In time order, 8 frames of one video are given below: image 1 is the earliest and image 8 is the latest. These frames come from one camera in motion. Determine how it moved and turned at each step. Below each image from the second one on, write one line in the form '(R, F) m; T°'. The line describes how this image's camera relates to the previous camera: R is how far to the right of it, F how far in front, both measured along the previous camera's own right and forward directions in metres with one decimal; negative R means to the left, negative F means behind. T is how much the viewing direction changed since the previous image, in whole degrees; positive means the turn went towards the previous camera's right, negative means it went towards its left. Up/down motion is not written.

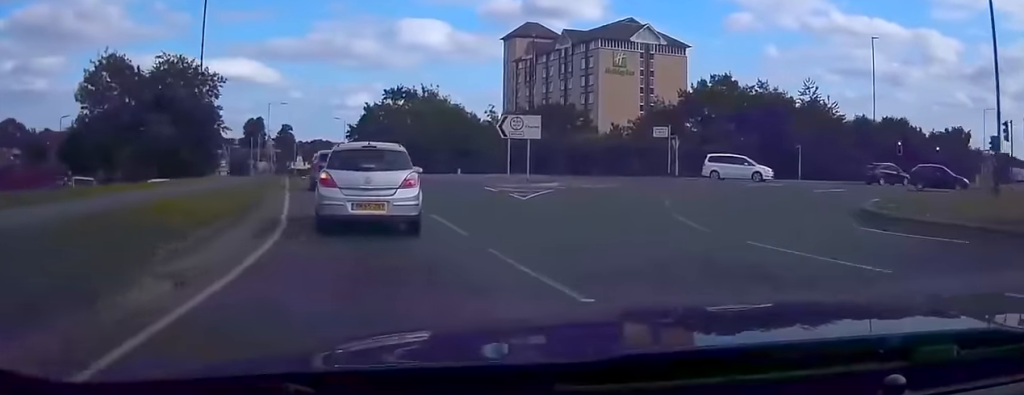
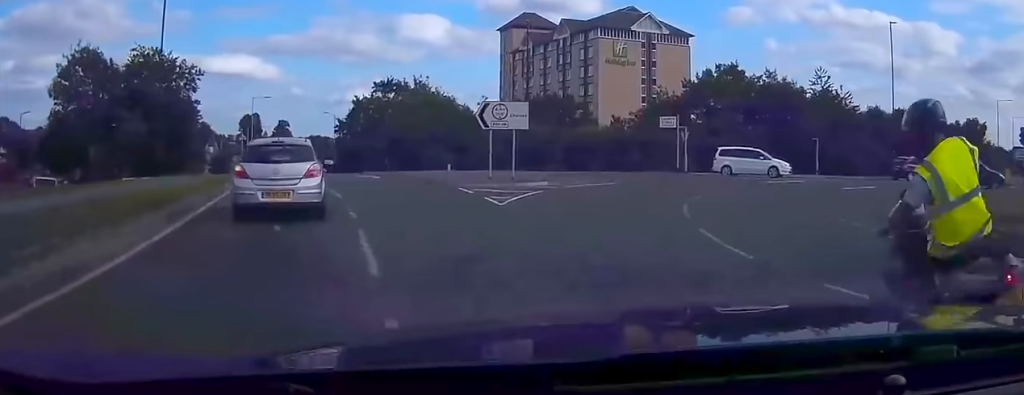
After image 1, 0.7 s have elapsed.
(-0.1, +5.0) m; -1°
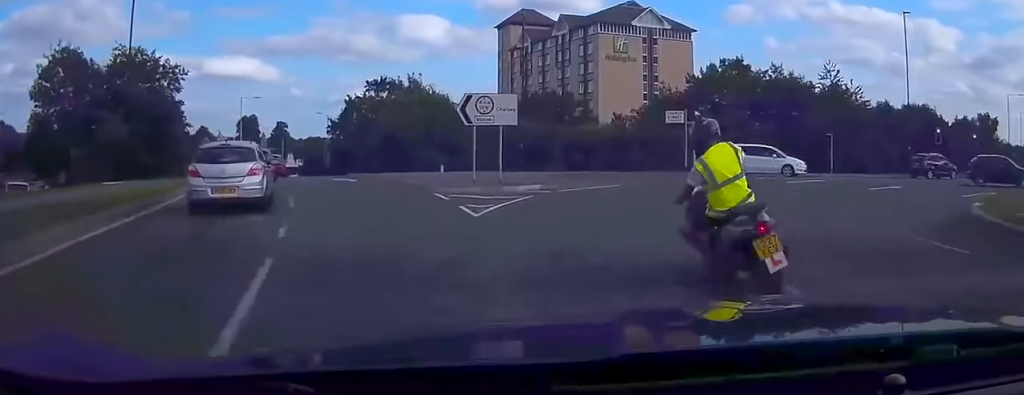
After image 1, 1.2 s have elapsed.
(-0.2, +3.7) m; 0°
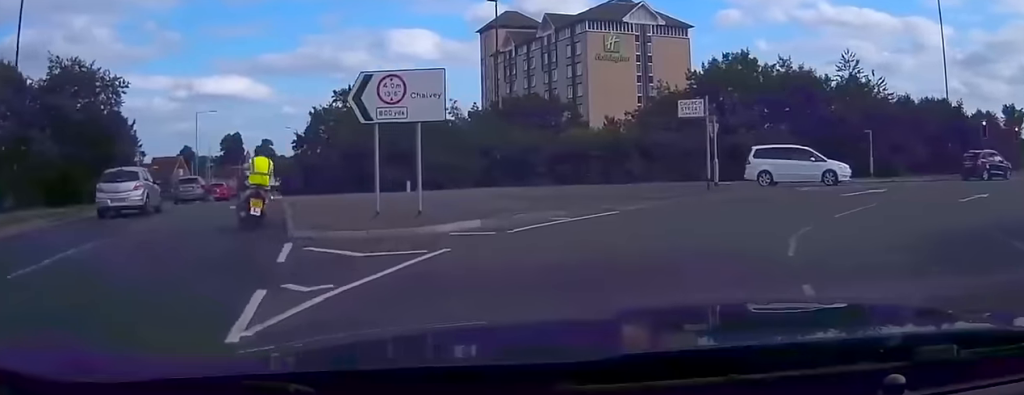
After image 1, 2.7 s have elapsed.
(+0.5, +9.3) m; +5°
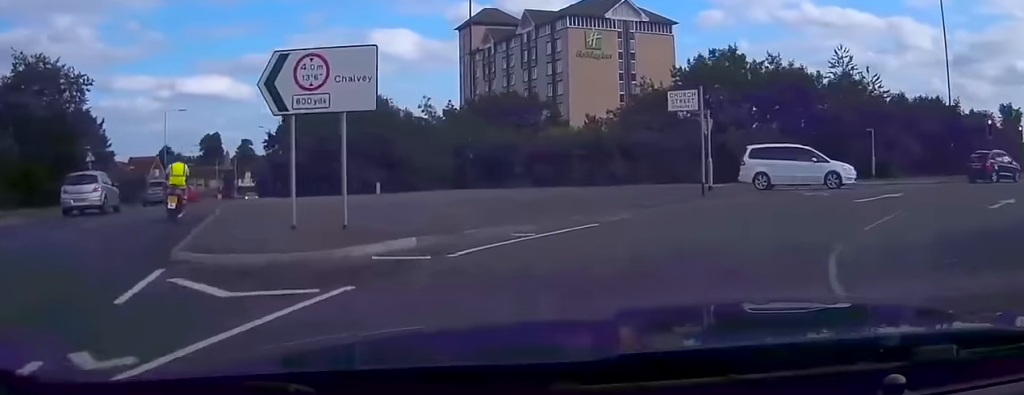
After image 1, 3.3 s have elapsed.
(0.0, +3.1) m; +1°
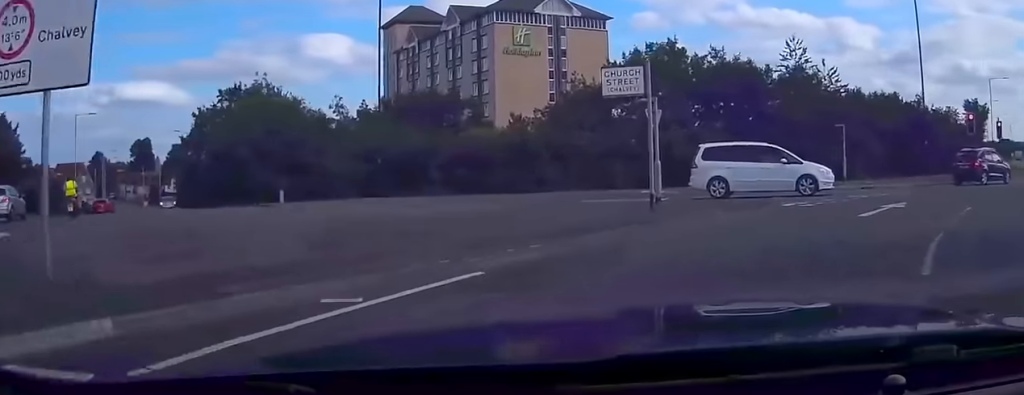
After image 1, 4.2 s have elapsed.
(0.0, +5.4) m; +4°
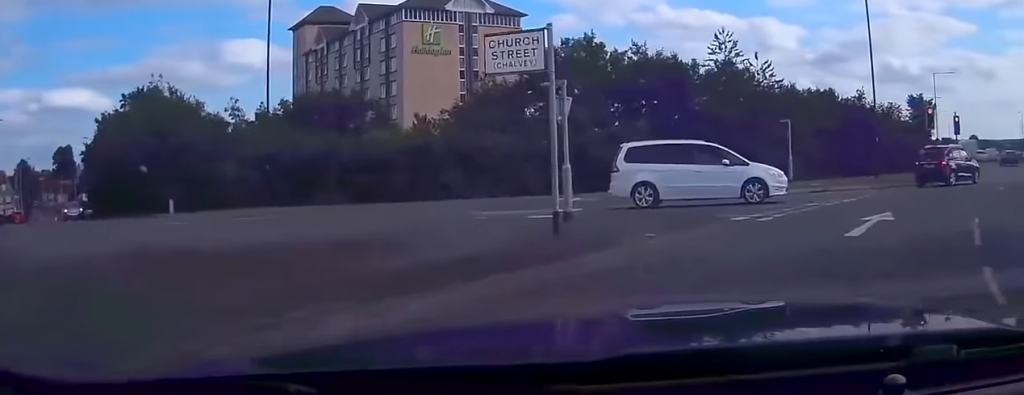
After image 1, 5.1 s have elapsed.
(+0.4, +4.4) m; +10°
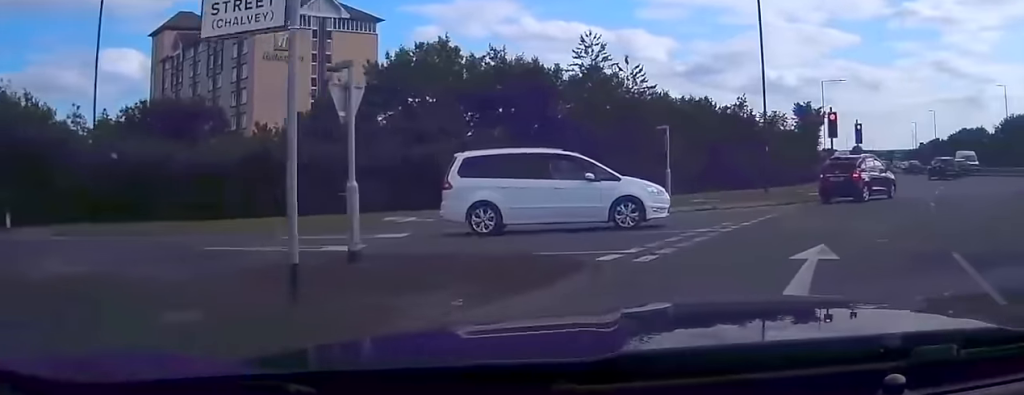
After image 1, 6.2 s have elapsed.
(+0.5, +4.5) m; +11°
